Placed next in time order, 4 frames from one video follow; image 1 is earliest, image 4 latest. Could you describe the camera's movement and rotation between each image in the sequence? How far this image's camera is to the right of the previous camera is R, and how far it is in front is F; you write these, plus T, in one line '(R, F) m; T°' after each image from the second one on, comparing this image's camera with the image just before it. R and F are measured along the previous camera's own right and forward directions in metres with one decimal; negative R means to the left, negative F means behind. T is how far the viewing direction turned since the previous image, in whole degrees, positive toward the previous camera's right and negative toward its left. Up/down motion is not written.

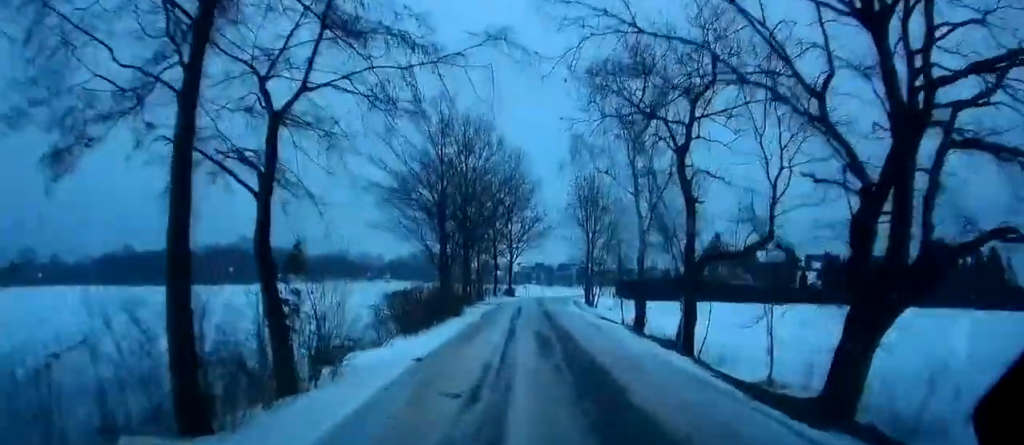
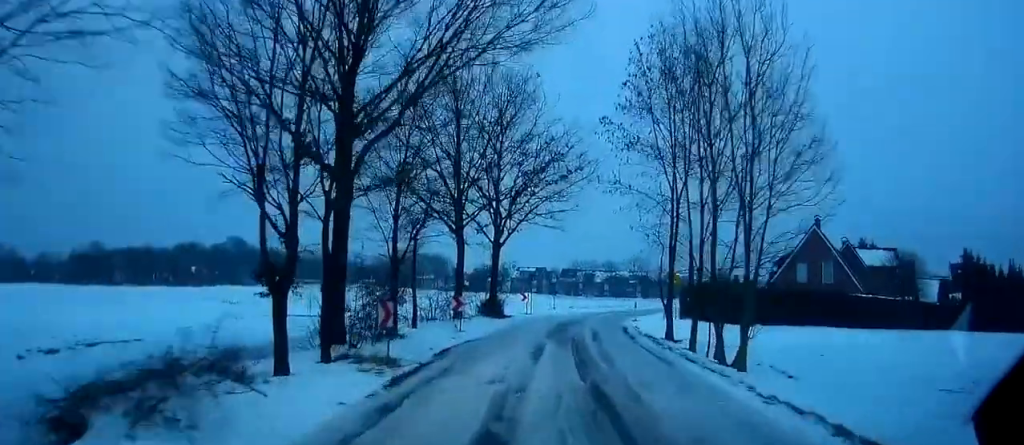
(-0.3, +36.0) m; +1°
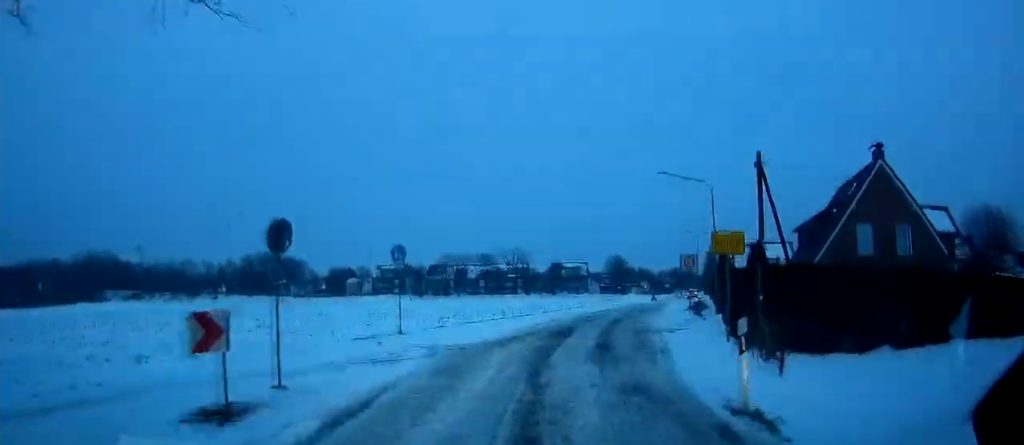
(-0.4, +30.9) m; +7°
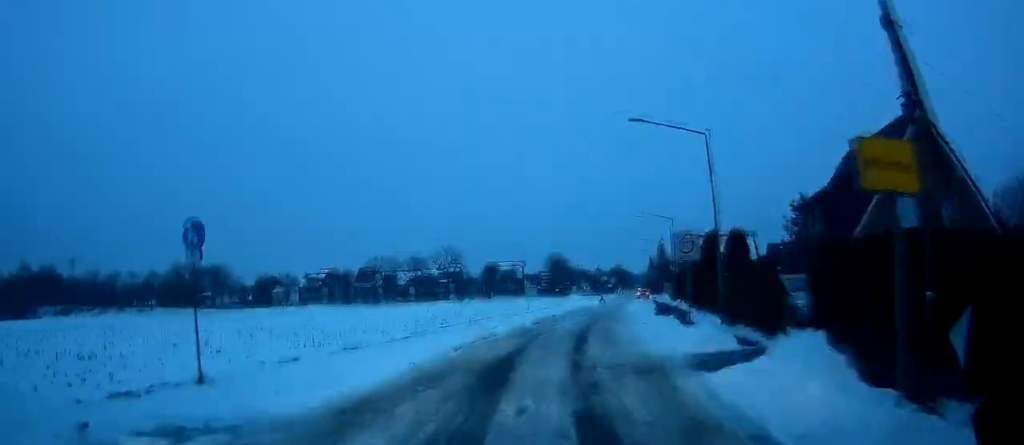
(+1.4, +10.5) m; +10°
